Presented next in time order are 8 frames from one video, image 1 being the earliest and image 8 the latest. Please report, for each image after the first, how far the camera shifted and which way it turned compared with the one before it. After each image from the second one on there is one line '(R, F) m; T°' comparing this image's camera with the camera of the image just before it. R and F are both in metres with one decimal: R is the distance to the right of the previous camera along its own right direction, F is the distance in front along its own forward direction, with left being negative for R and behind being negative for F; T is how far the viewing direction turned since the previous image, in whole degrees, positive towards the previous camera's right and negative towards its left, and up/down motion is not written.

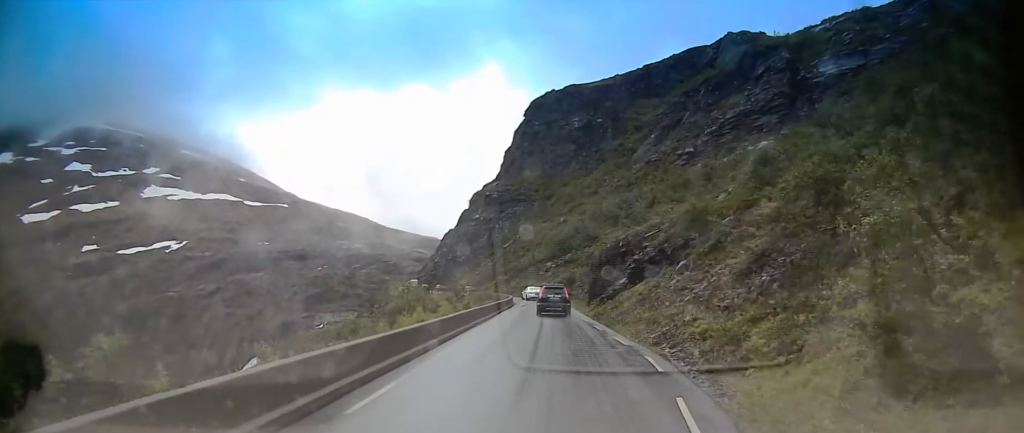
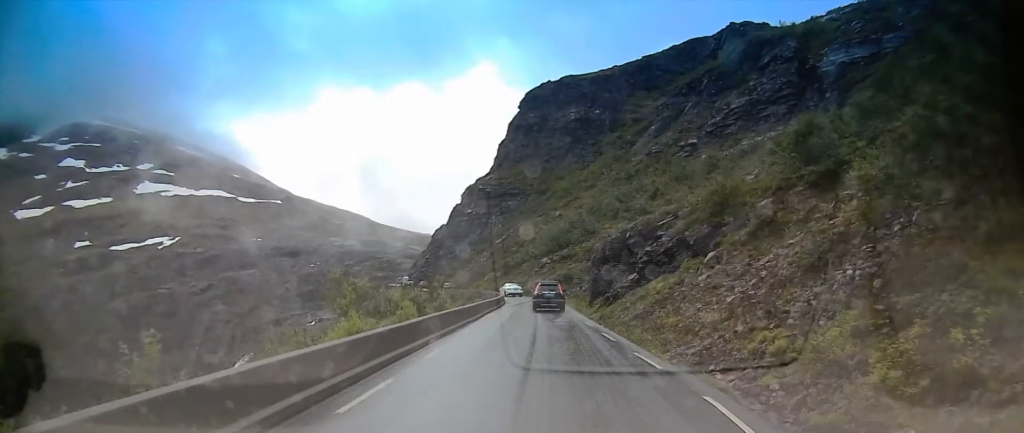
(+0.1, +6.9) m; -1°
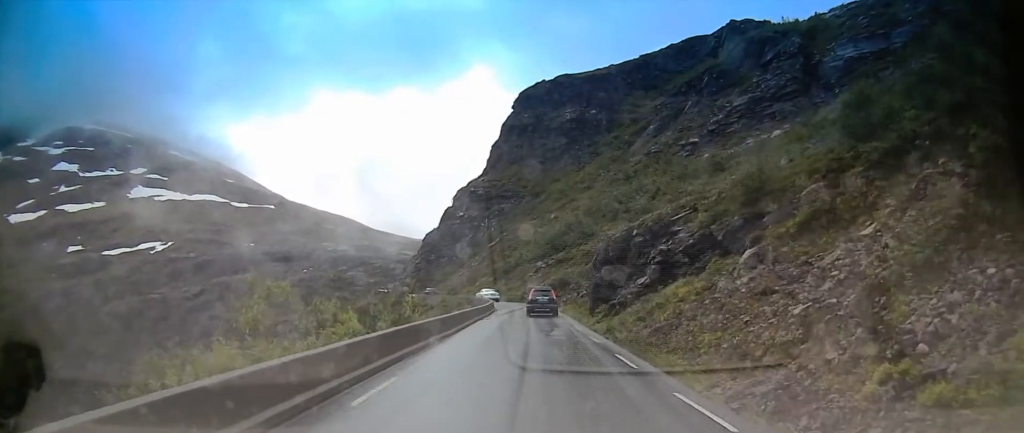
(0.0, +5.8) m; -1°
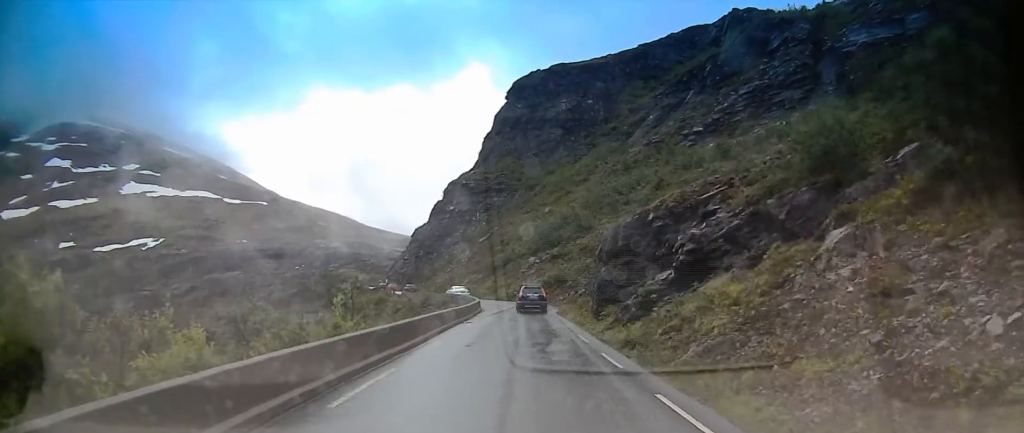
(-0.2, +6.9) m; -3°
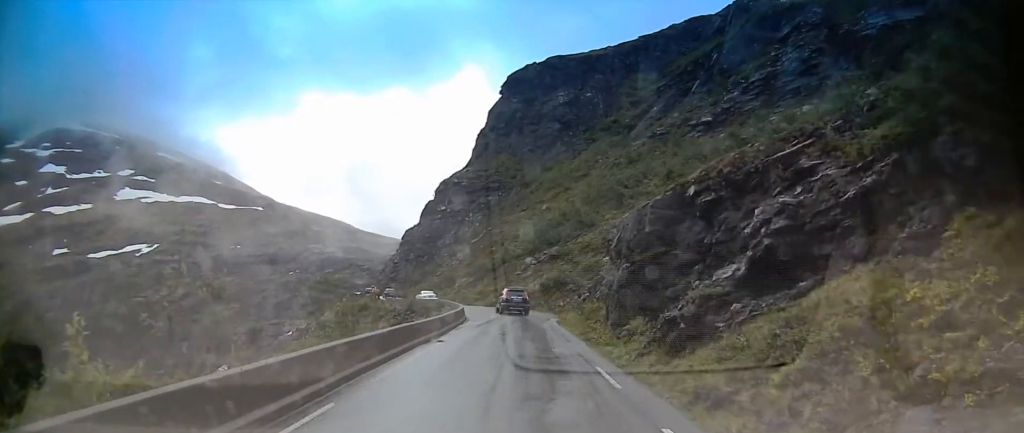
(-0.3, +8.3) m; -2°
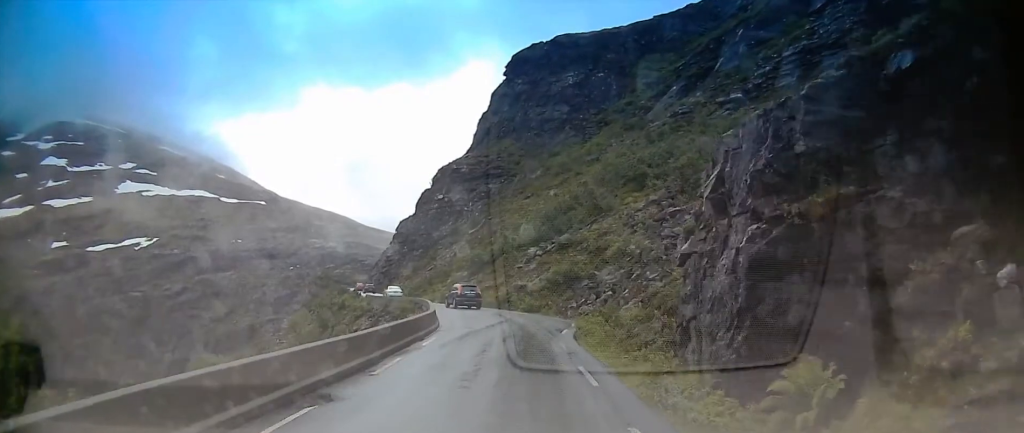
(-0.2, +11.9) m; -1°
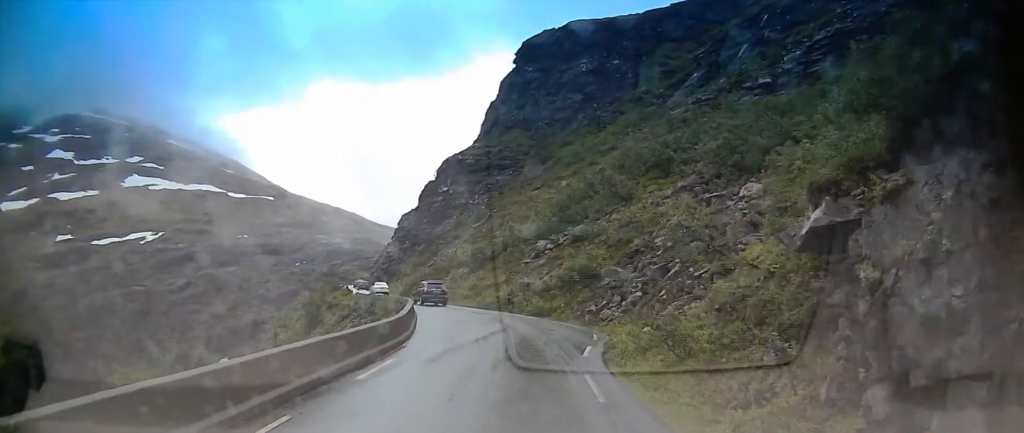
(0.0, +7.3) m; 0°
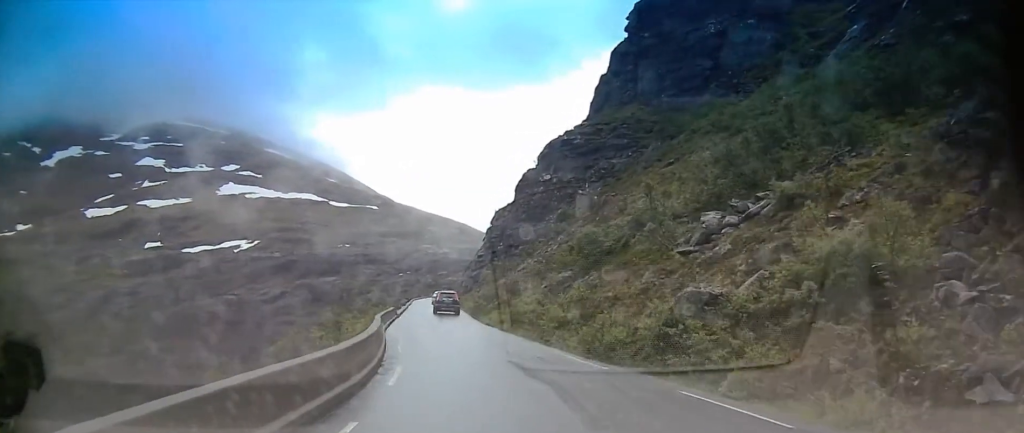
(0.0, +23.2) m; 0°
